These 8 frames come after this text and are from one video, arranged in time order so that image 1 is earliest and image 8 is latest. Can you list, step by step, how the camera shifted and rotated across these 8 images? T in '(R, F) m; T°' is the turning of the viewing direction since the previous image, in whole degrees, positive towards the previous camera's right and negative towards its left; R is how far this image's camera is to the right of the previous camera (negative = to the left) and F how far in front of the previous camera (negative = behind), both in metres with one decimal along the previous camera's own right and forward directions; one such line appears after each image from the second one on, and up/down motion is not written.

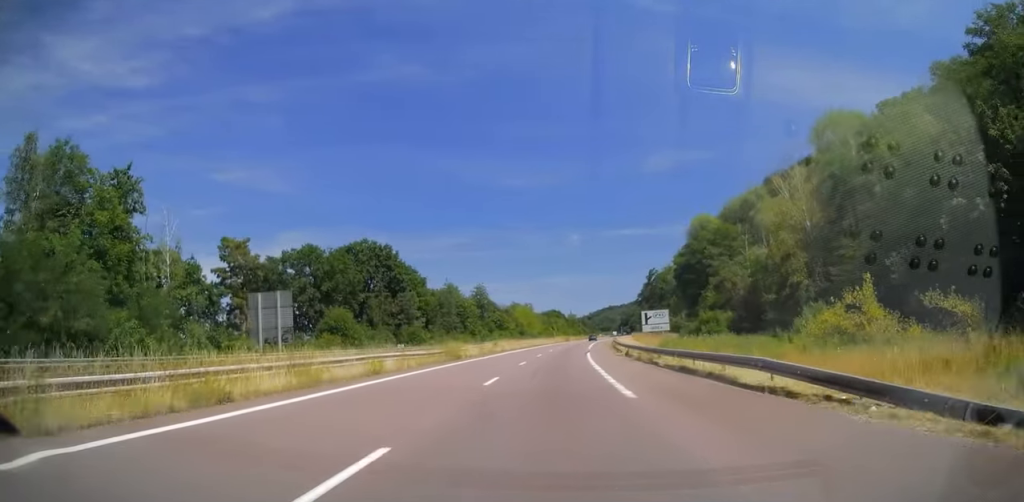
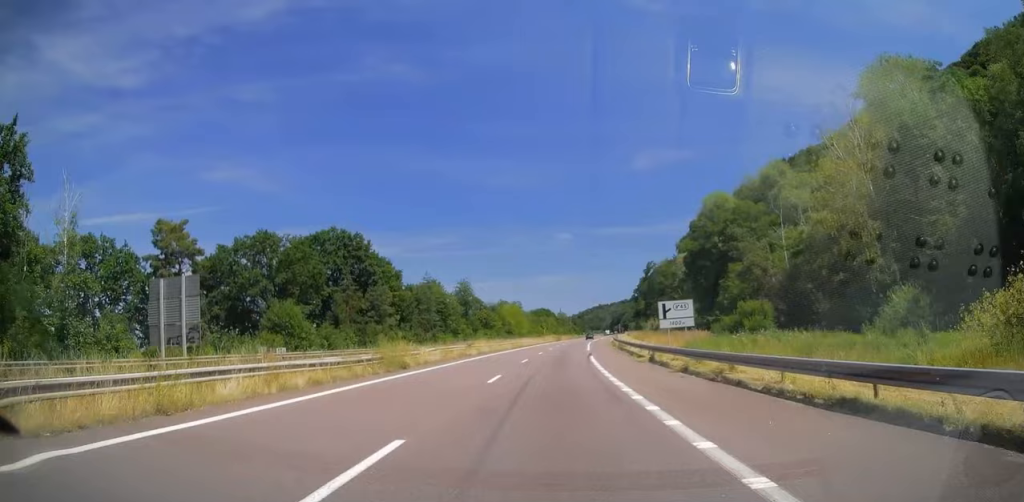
(+0.2, +12.8) m; +1°
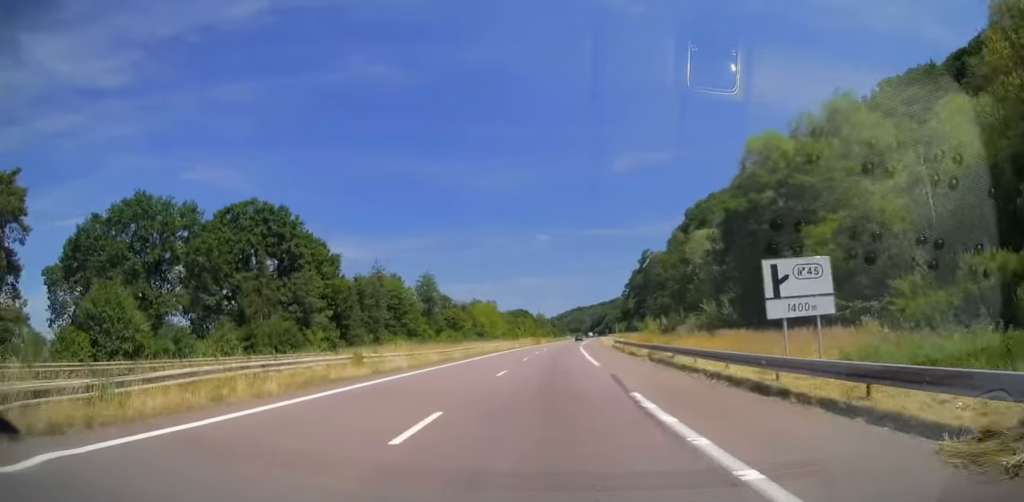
(+0.7, +24.1) m; +2°
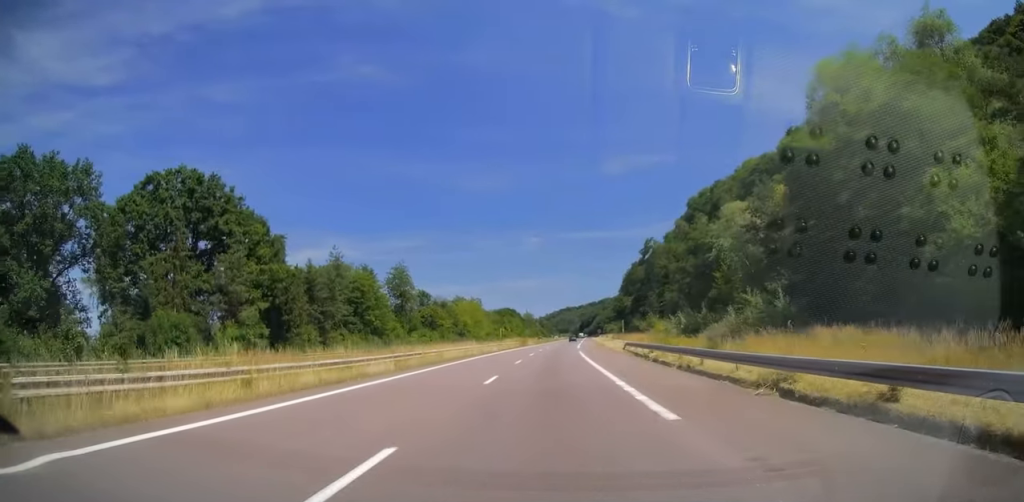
(-0.1, +16.8) m; +1°
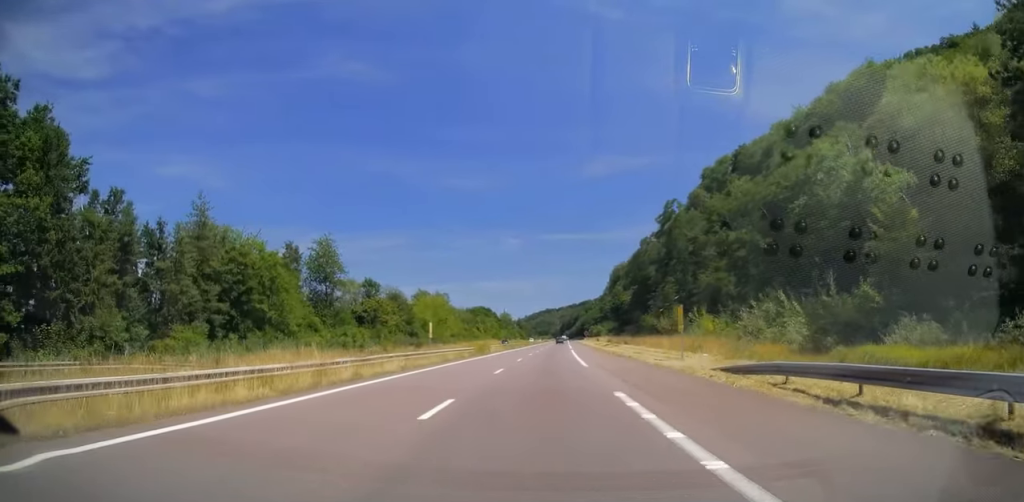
(+0.7, +34.4) m; +3°
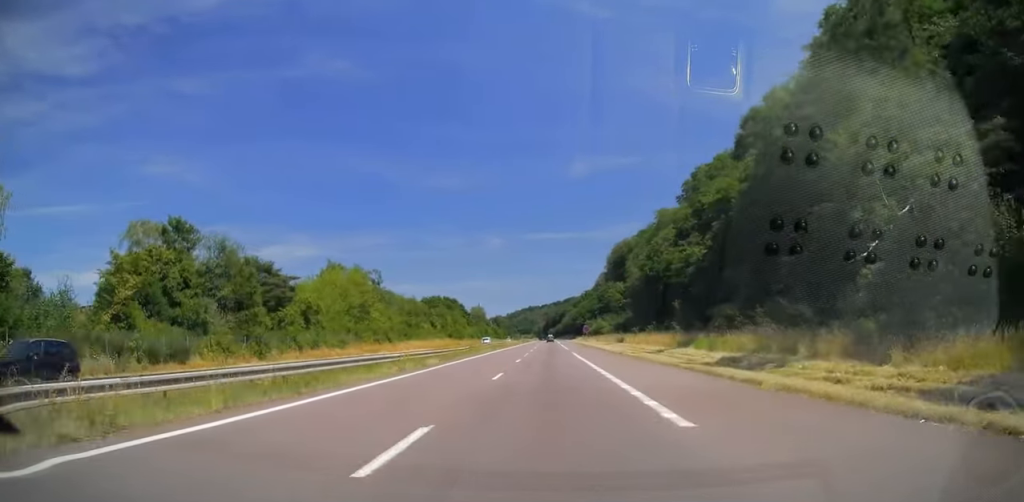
(+2.7, +71.1) m; +3°
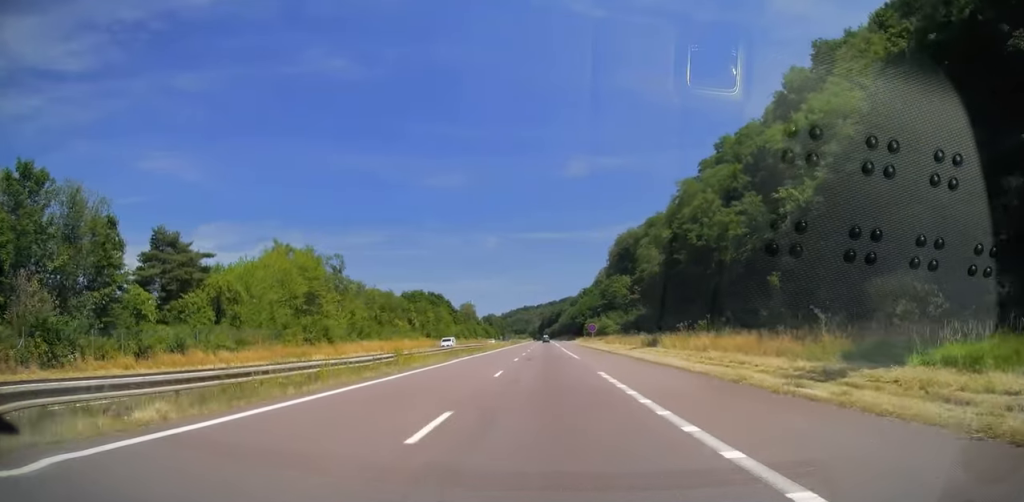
(-0.2, +25.6) m; 0°
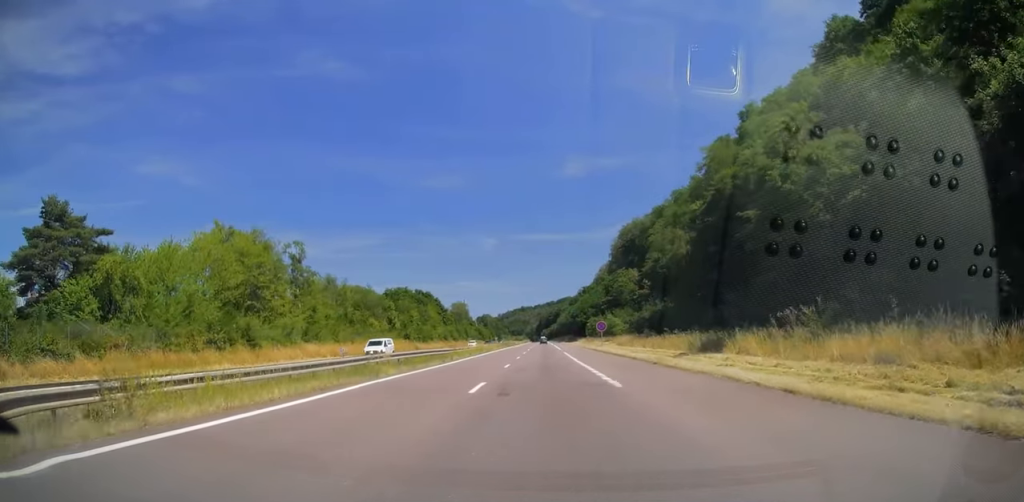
(0.0, +19.7) m; 0°
